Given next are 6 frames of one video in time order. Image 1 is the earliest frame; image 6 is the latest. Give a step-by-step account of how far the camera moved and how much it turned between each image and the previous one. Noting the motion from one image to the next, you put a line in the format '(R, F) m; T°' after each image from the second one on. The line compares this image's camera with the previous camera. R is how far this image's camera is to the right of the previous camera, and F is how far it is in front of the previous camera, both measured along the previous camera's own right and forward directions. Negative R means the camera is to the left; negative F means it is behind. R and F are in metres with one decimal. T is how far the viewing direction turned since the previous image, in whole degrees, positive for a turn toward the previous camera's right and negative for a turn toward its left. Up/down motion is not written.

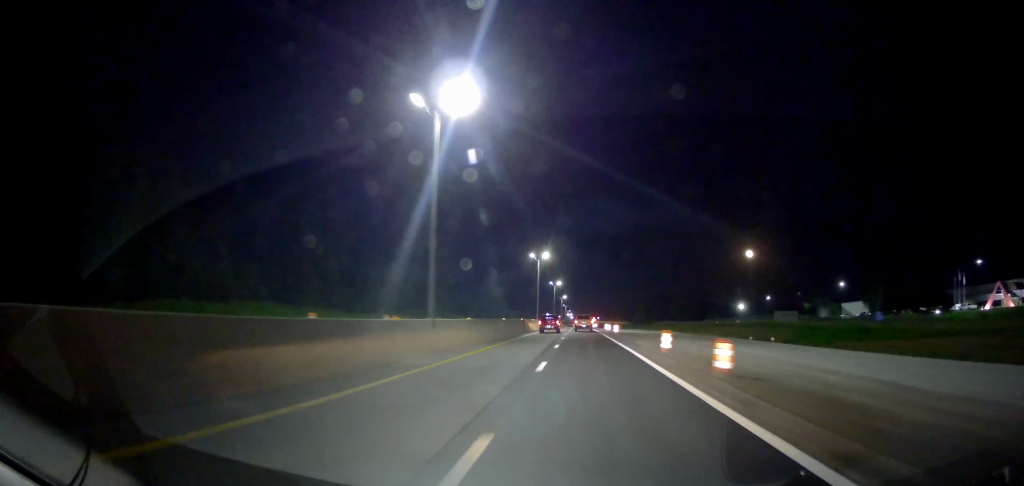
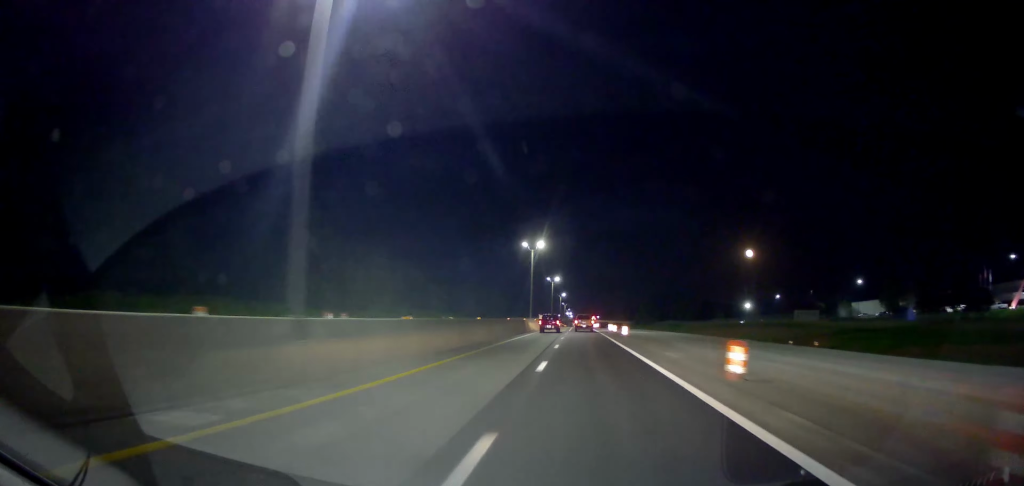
(-0.1, +12.0) m; 0°
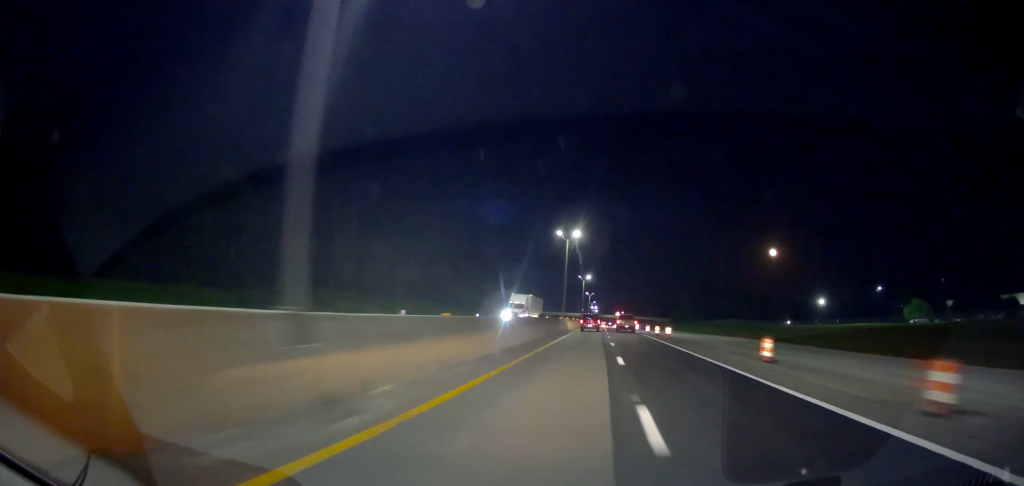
(-0.4, +66.1) m; -1°
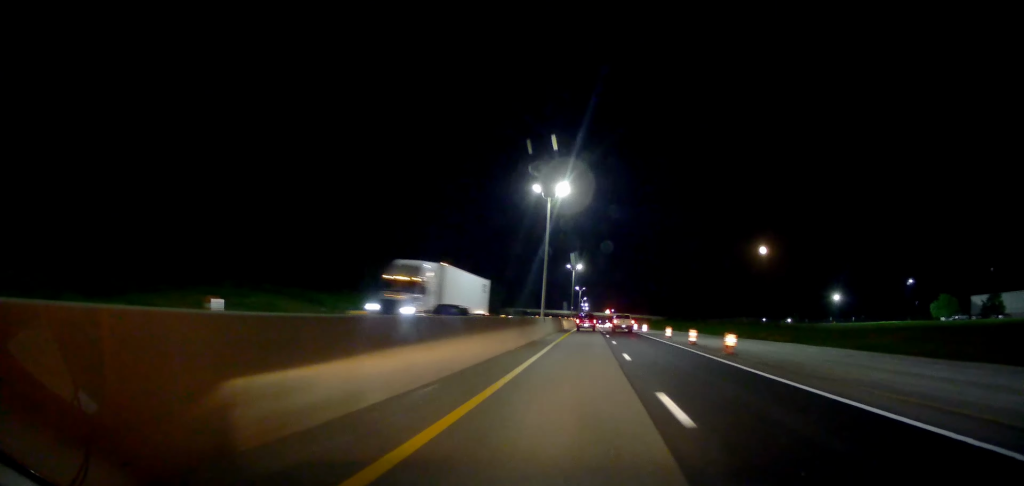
(0.0, +23.3) m; 0°
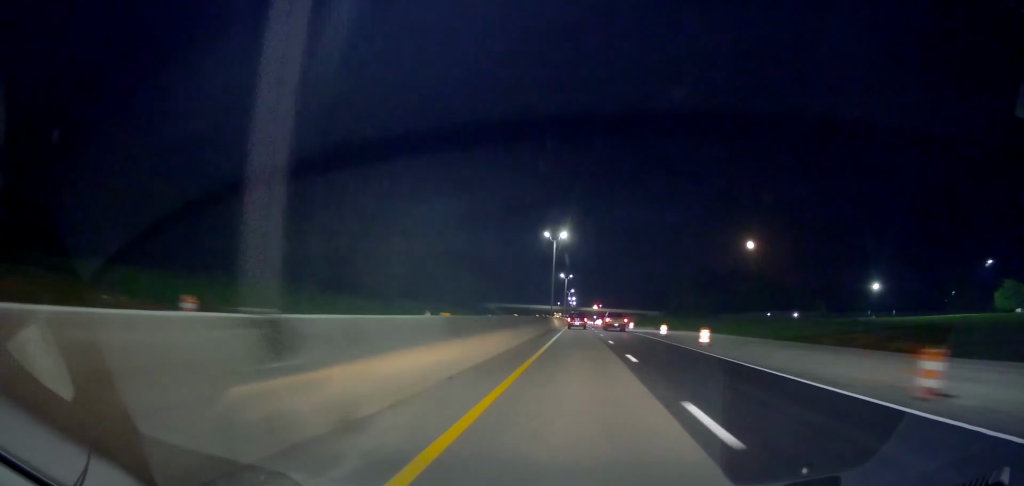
(0.0, +38.2) m; 0°
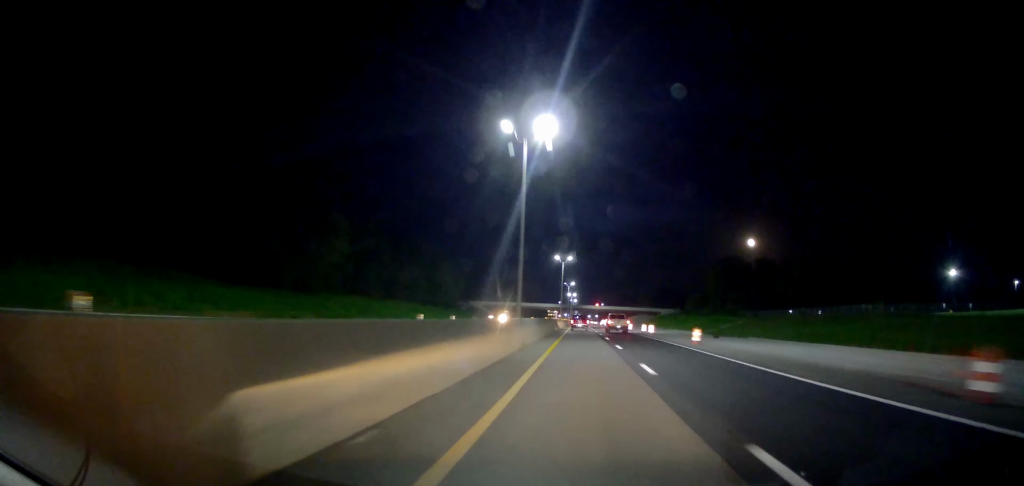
(+0.7, +40.1) m; +2°
